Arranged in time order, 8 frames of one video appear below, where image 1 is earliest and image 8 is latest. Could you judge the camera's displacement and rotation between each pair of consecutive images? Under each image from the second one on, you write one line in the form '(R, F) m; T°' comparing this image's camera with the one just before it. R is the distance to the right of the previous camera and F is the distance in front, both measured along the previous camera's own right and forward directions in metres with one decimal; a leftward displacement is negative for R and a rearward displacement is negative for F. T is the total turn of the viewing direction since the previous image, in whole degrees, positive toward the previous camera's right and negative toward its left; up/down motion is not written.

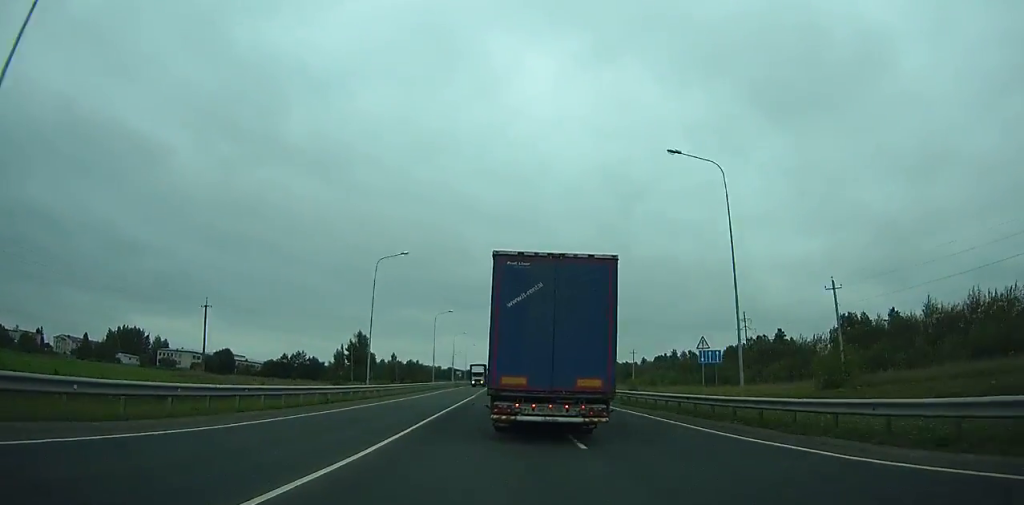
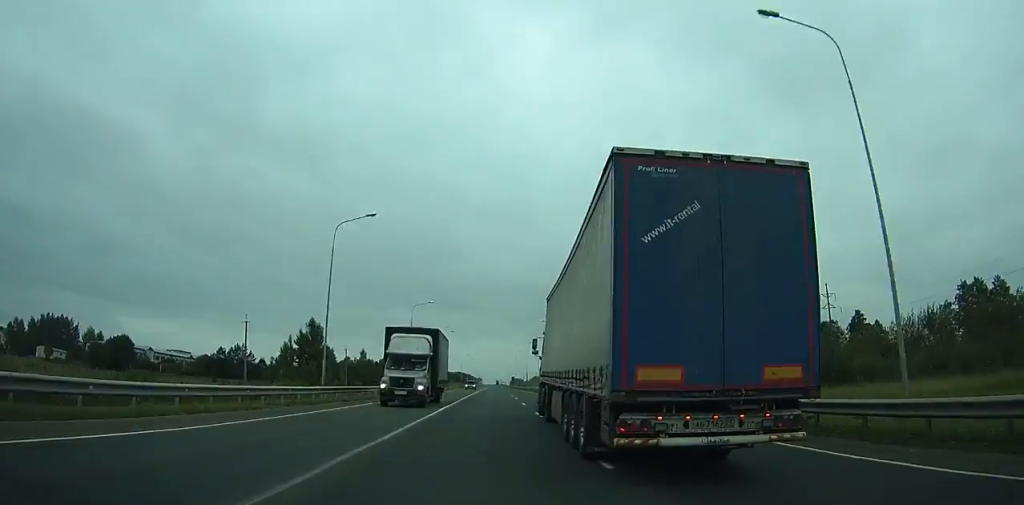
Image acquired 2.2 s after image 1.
(+0.1, +50.8) m; 0°
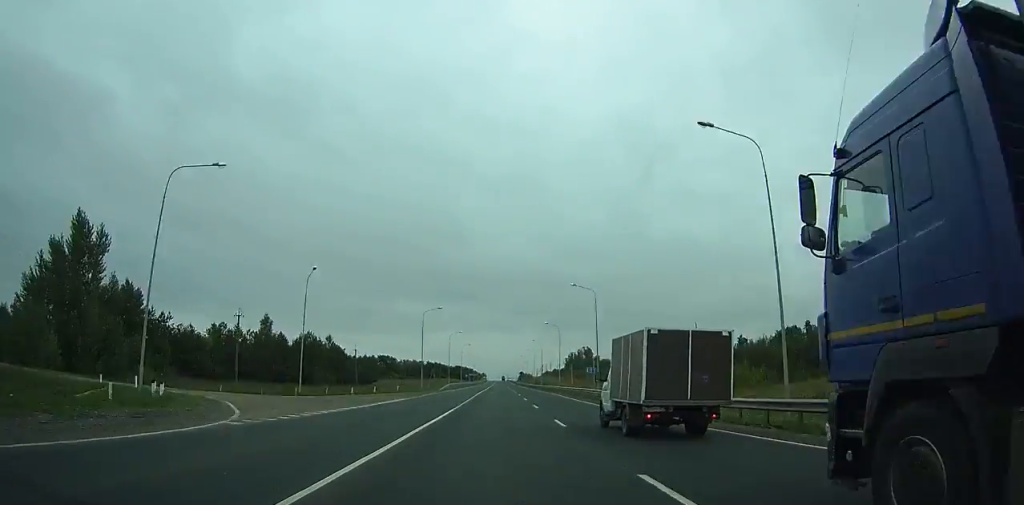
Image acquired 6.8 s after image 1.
(+0.1, +110.3) m; 0°
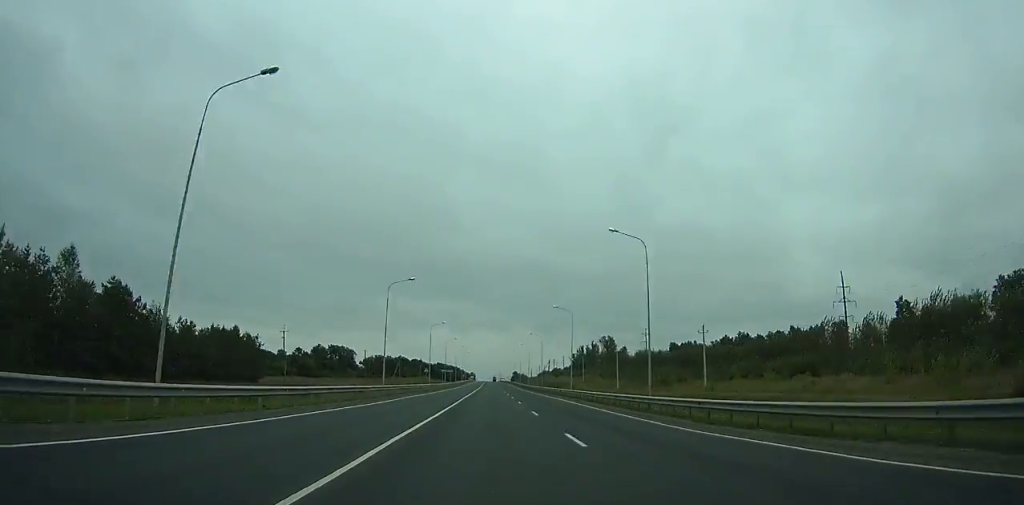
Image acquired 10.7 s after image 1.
(0.0, +99.9) m; 0°
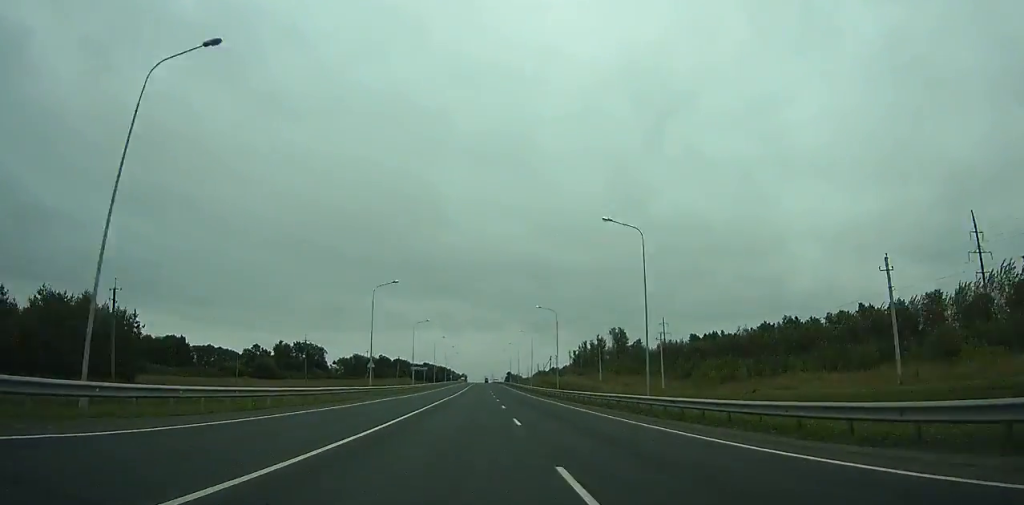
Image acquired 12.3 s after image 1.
(+0.1, +42.3) m; 0°
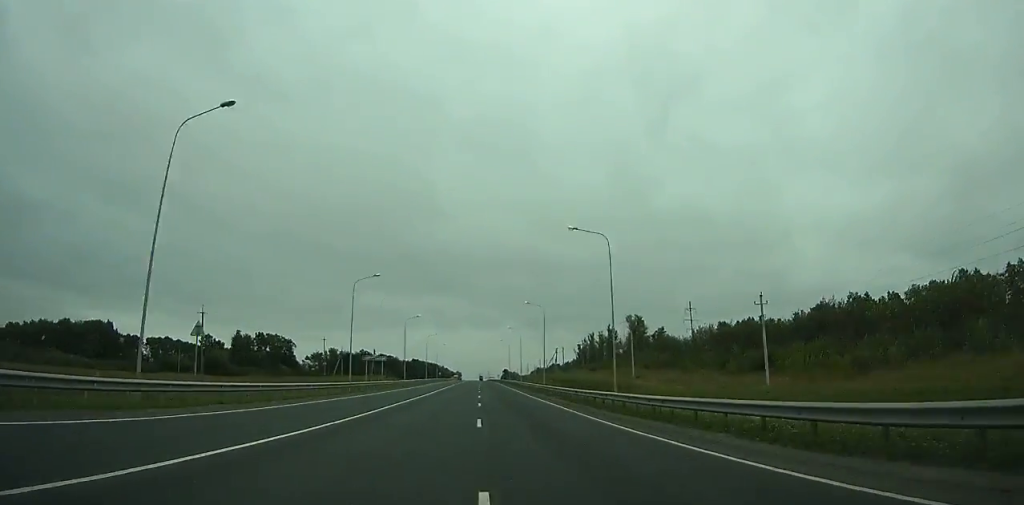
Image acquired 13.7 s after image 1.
(+0.2, +37.8) m; 0°
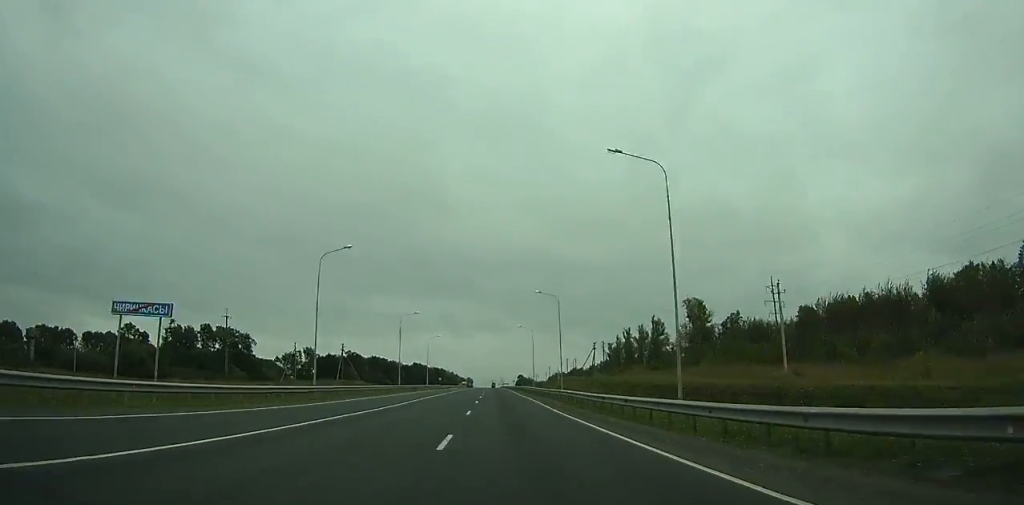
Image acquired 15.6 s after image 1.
(+0.4, +51.9) m; 0°
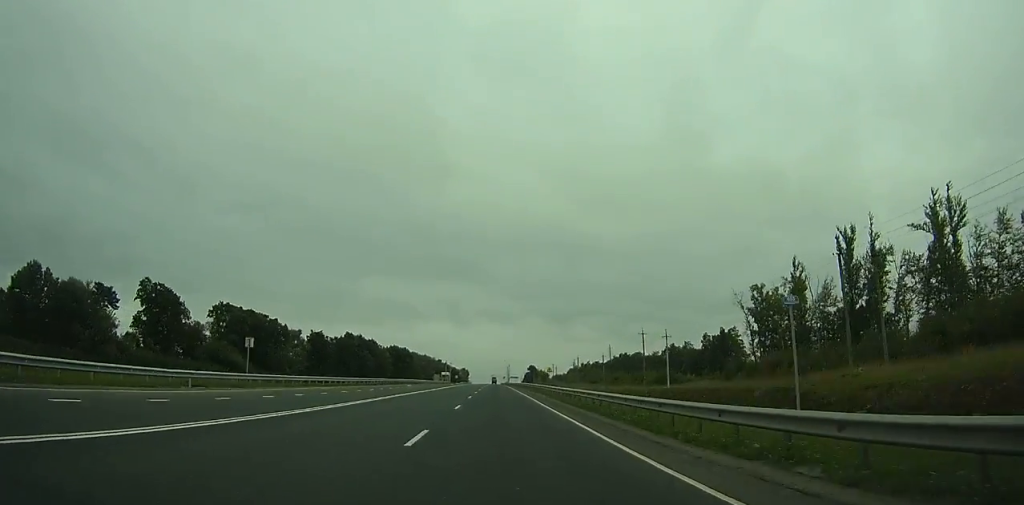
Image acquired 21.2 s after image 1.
(-1.7, +155.8) m; -1°
